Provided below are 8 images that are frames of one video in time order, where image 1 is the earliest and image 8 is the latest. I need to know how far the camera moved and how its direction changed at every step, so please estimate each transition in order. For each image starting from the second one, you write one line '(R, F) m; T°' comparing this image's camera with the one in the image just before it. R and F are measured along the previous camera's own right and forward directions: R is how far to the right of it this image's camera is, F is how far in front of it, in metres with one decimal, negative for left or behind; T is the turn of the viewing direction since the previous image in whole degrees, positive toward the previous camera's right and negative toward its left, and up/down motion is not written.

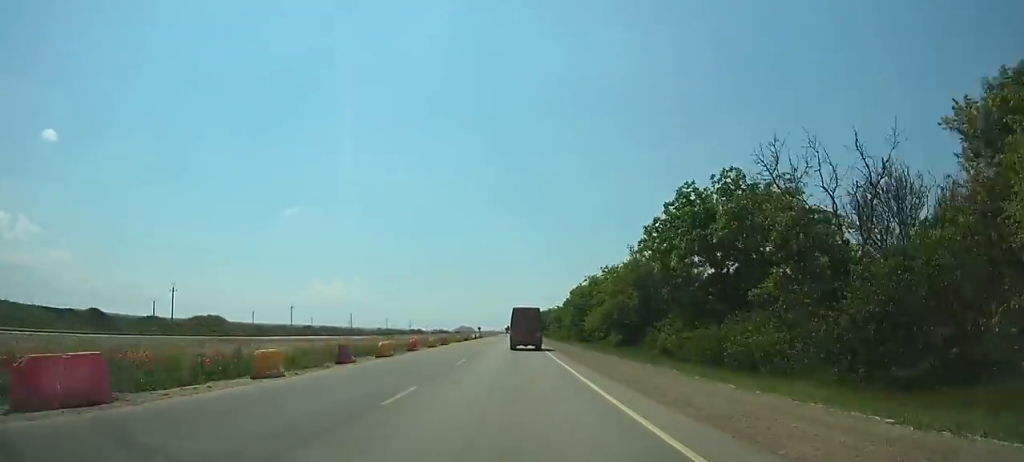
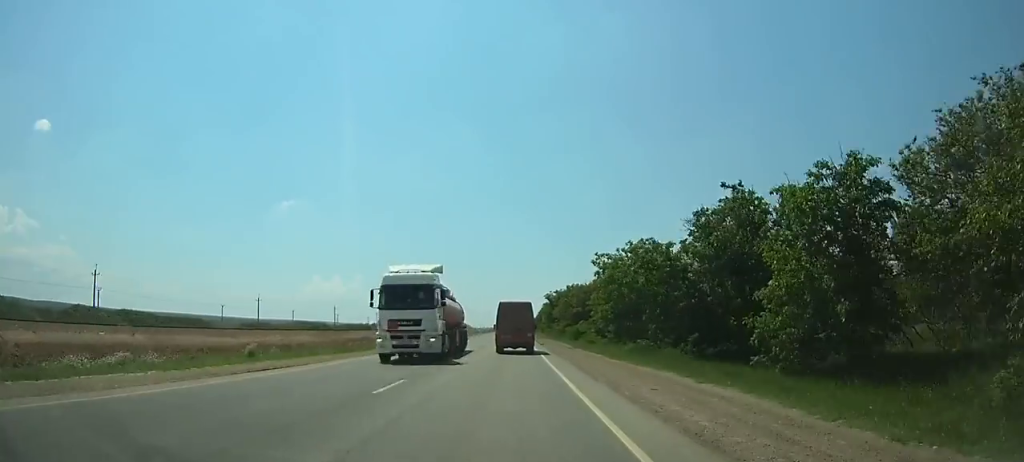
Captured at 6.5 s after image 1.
(-0.3, +130.1) m; 0°
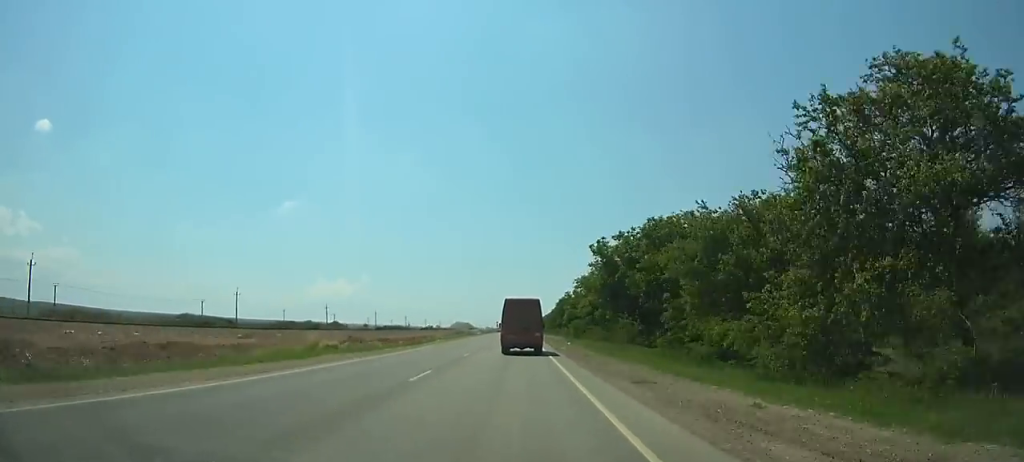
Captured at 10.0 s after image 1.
(-0.5, +69.3) m; -1°
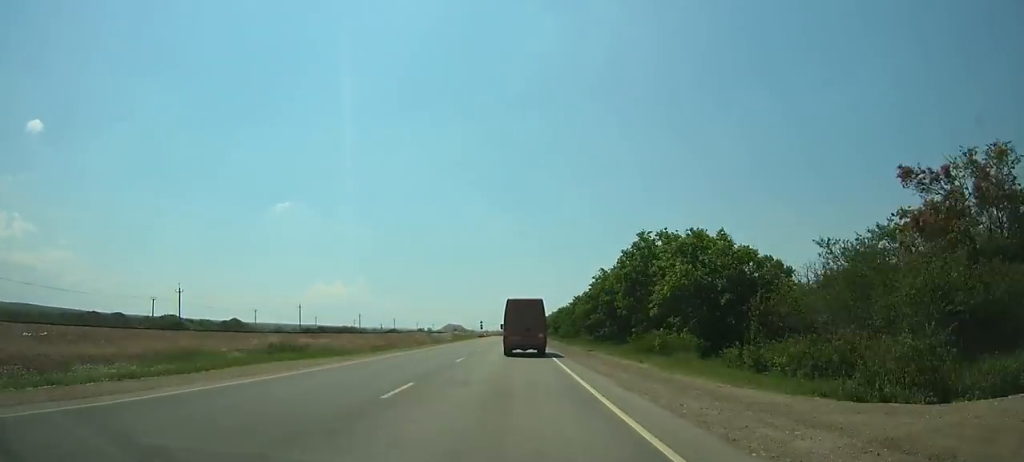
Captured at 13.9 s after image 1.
(+0.2, +76.4) m; 0°
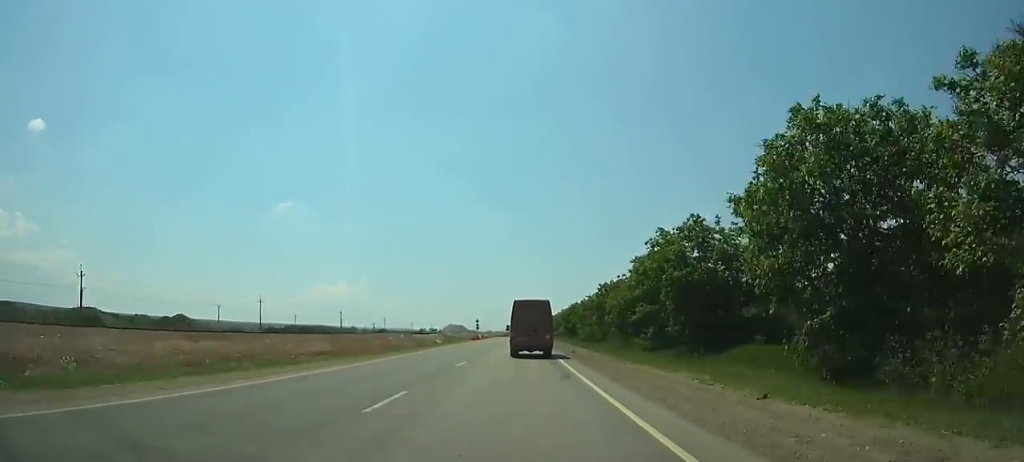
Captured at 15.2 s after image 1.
(+0.2, +25.4) m; 0°
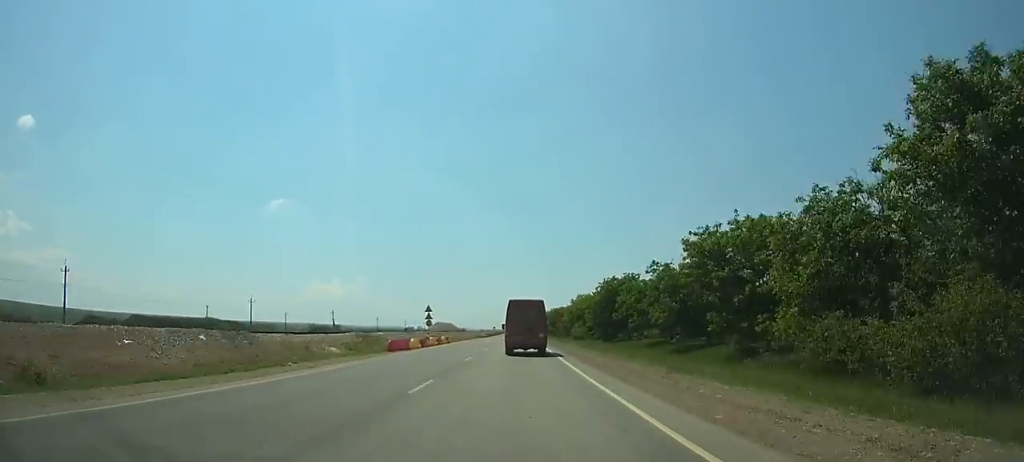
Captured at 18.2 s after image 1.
(-0.2, +59.0) m; 0°
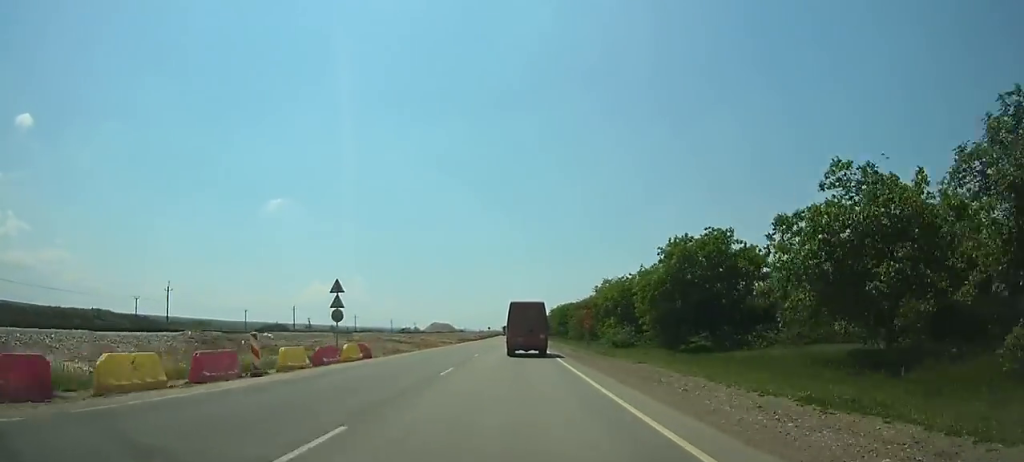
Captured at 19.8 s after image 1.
(0.0, +31.8) m; 0°
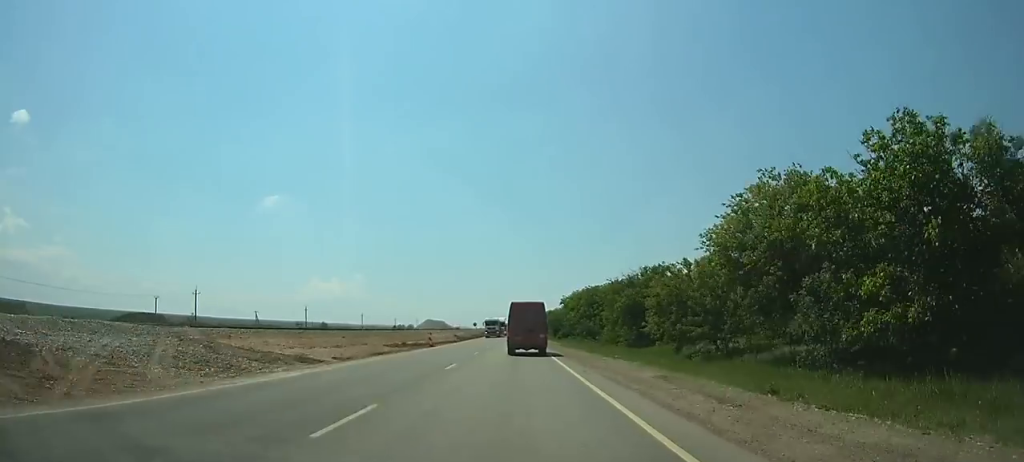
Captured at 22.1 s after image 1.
(0.0, +46.1) m; +1°
